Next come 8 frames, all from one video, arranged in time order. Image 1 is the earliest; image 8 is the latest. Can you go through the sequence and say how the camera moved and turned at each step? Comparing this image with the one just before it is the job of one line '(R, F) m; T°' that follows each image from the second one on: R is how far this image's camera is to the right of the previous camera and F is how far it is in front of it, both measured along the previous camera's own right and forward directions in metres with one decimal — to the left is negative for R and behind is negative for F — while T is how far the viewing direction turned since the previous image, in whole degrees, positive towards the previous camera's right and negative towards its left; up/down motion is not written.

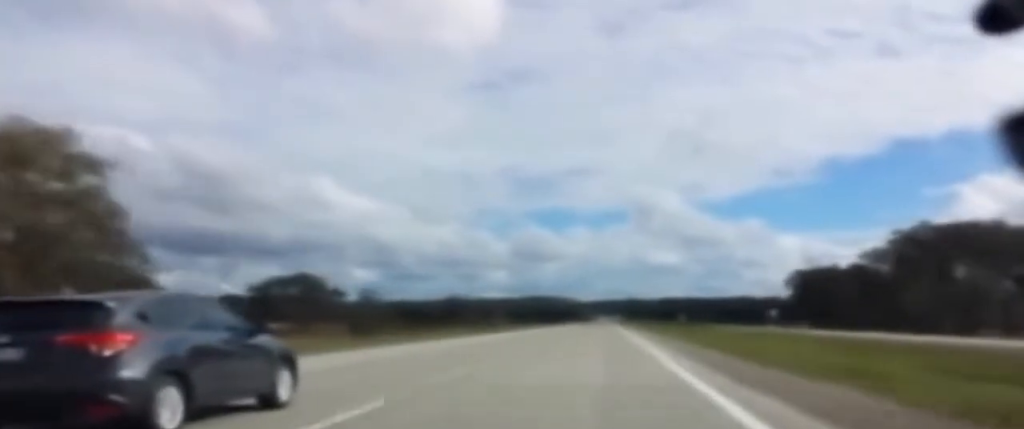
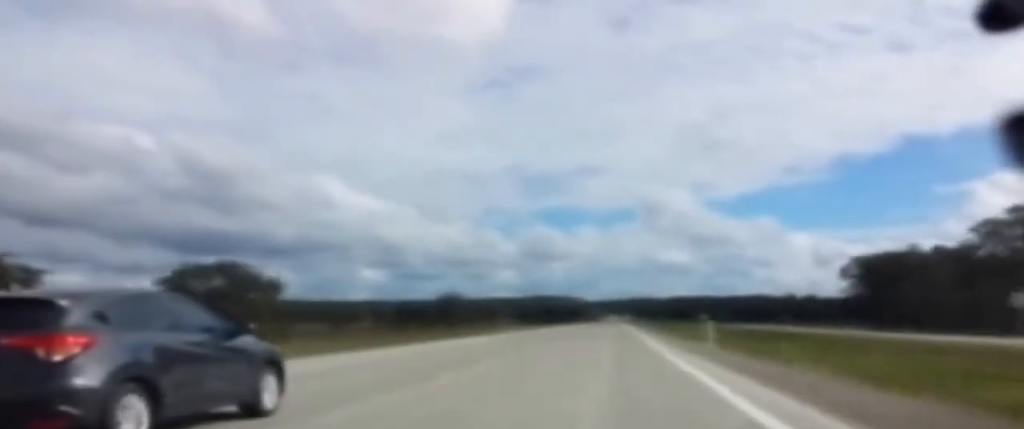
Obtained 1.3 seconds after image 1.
(+0.2, +40.4) m; 0°
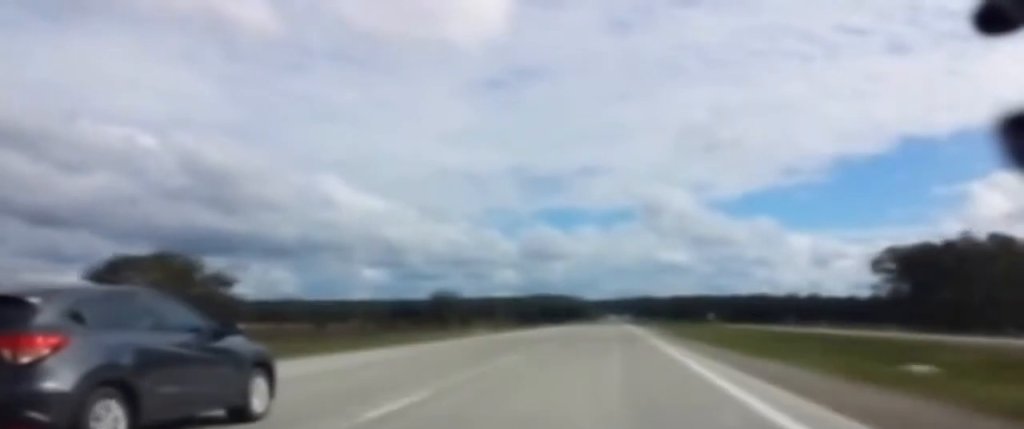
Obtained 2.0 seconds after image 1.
(0.0, +20.3) m; 0°
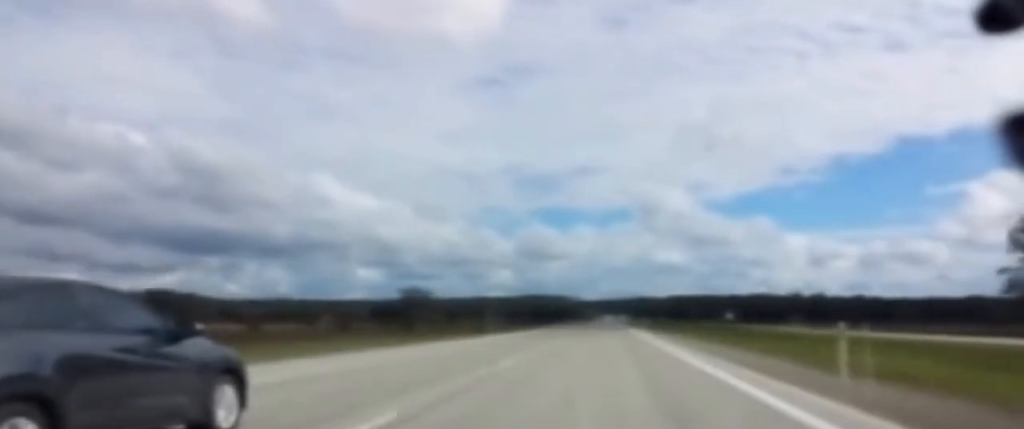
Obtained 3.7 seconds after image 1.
(-0.4, +52.2) m; 0°
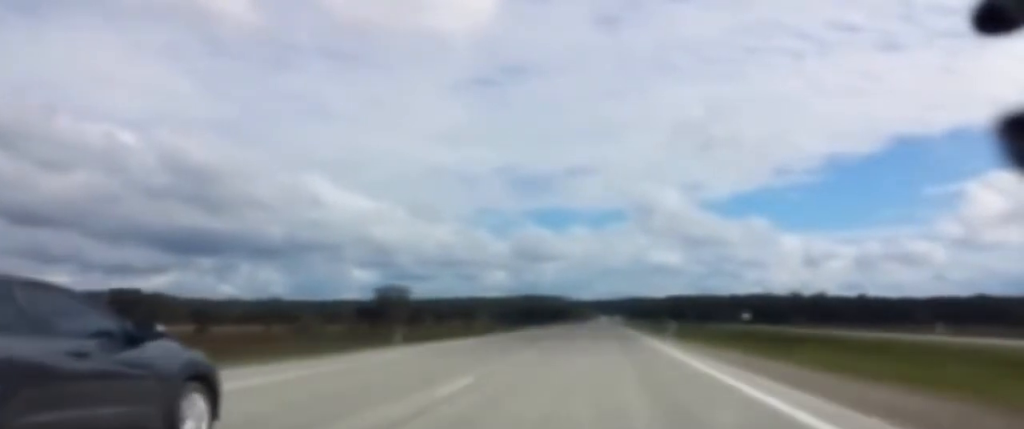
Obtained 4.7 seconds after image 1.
(+0.1, +31.9) m; 0°
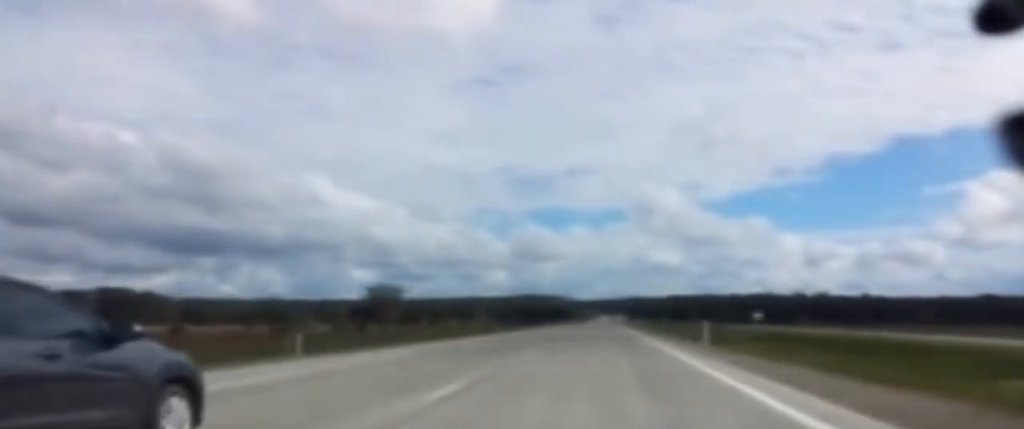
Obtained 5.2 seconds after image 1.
(0.0, +13.3) m; 0°
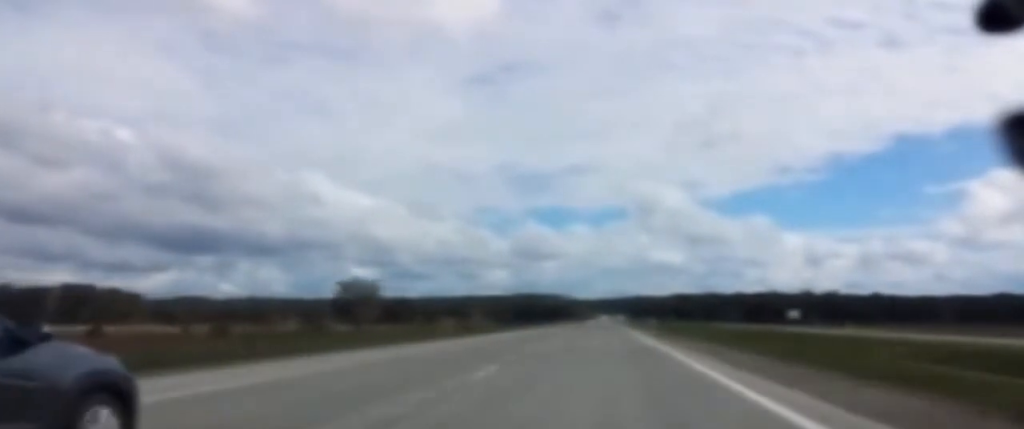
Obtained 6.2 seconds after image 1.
(+0.1, +32.6) m; 0°
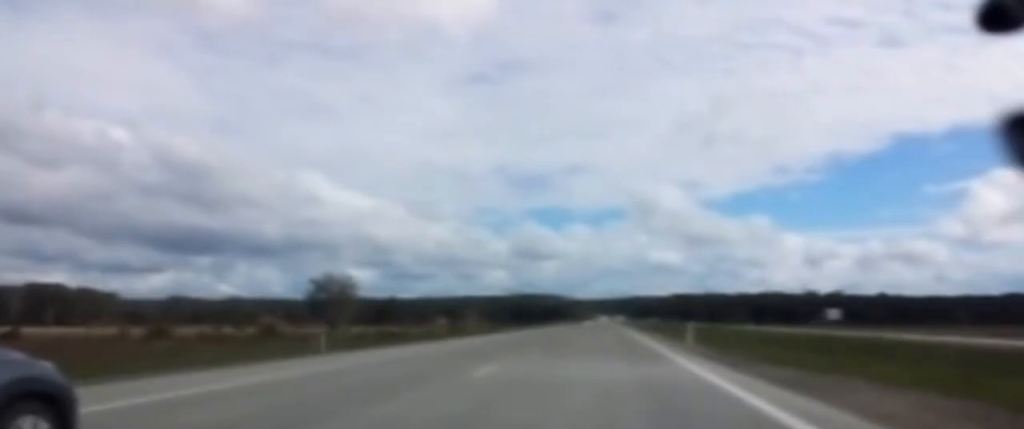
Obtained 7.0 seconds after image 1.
(0.0, +24.3) m; 0°
